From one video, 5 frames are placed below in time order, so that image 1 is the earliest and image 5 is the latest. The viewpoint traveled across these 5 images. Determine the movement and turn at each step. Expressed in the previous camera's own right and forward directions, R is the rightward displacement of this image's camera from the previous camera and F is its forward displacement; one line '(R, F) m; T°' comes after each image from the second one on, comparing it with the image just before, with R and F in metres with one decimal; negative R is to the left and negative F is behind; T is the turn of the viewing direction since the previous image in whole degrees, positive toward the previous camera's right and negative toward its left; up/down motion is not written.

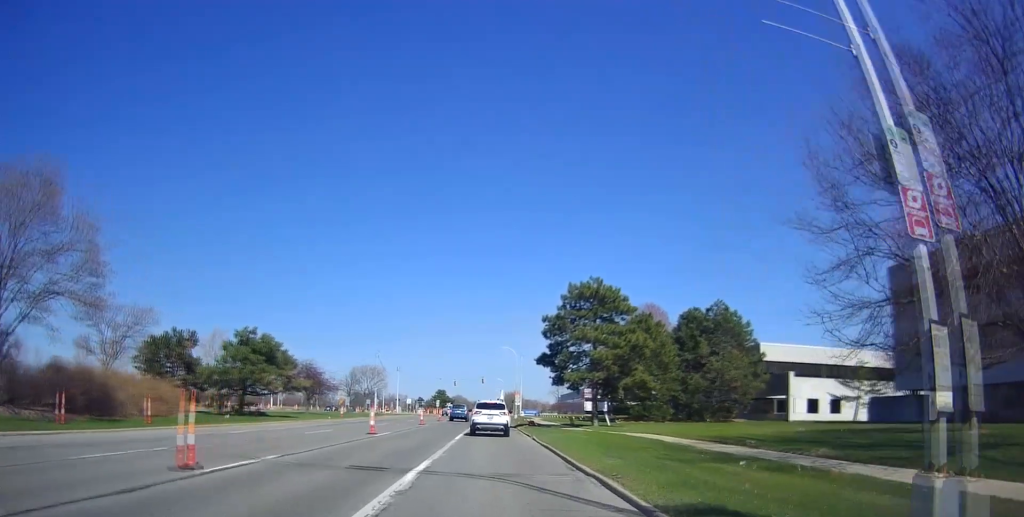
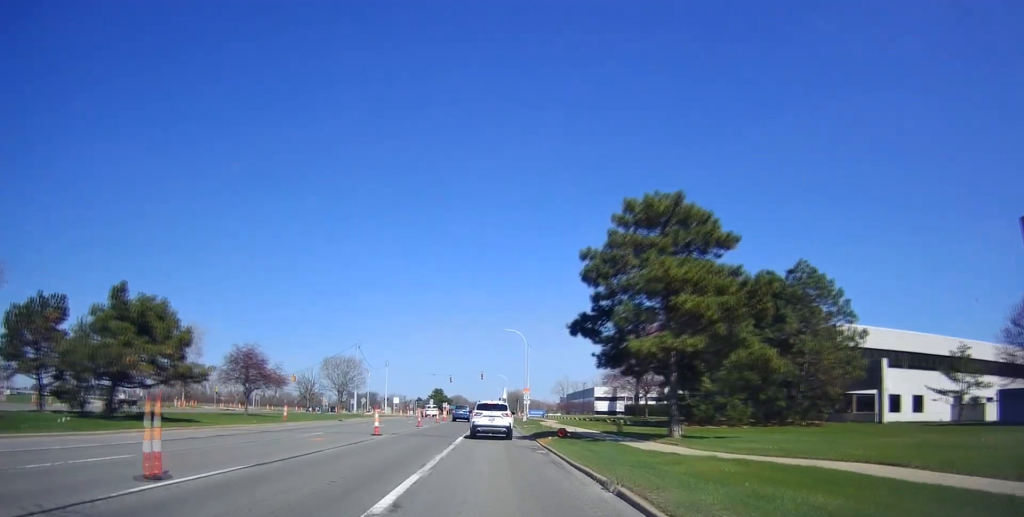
(-0.7, +17.8) m; 0°
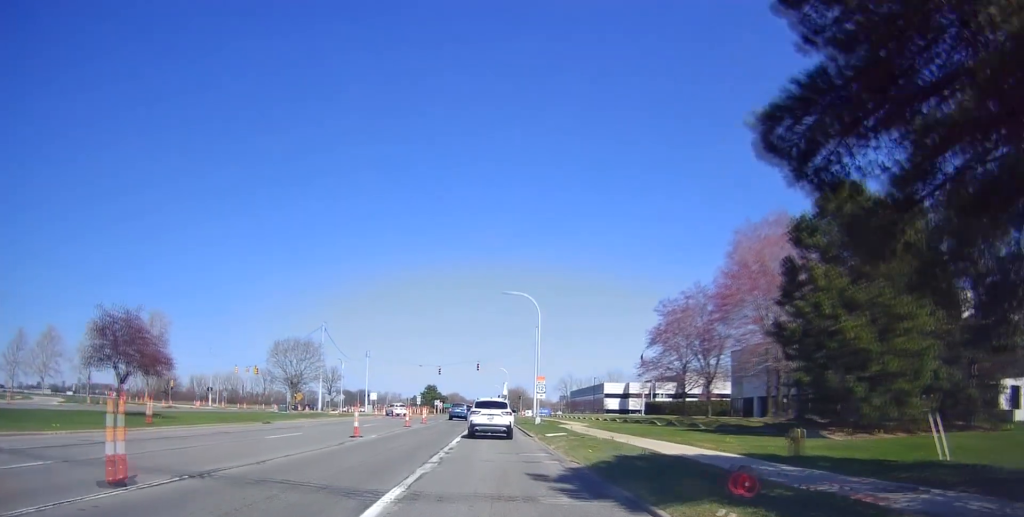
(+0.8, +16.9) m; -3°
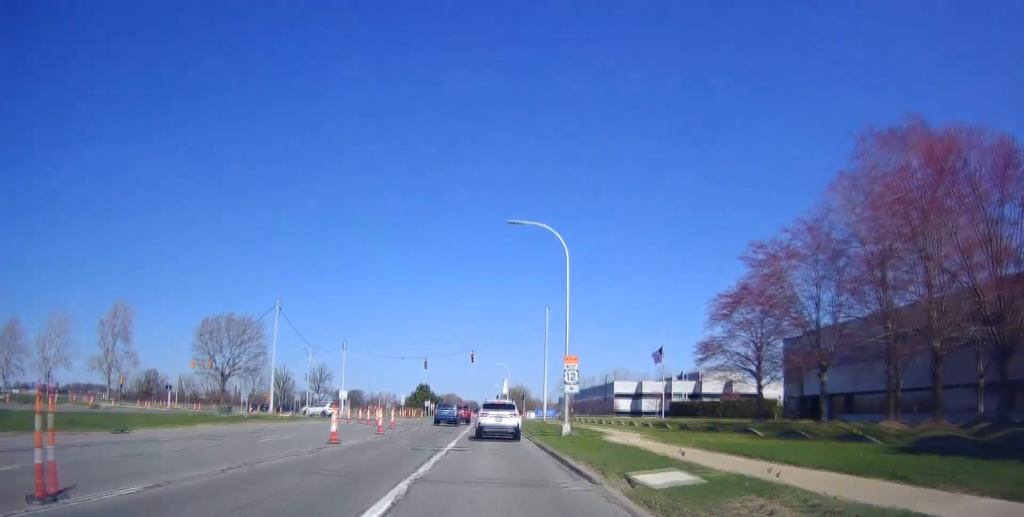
(-0.9, +15.4) m; -2°
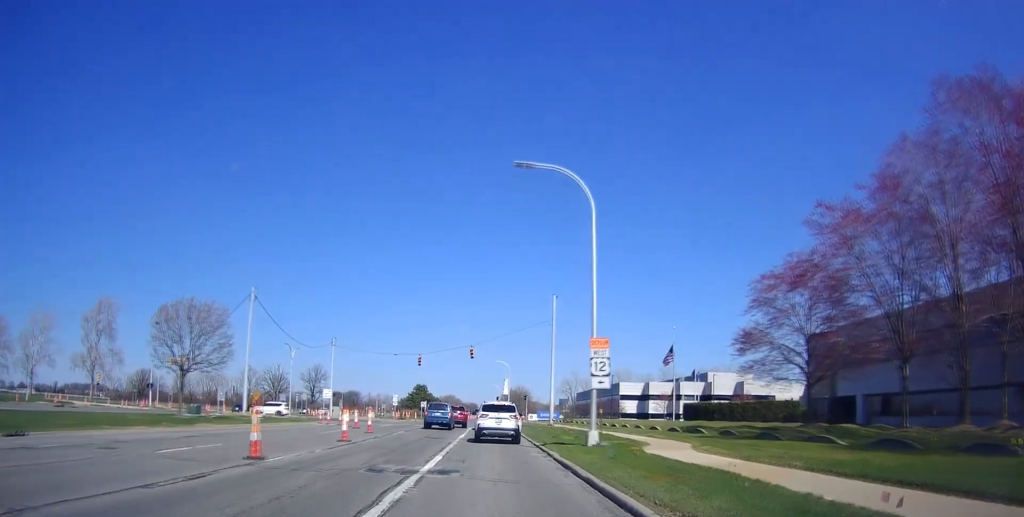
(+0.1, +6.4) m; +3°
